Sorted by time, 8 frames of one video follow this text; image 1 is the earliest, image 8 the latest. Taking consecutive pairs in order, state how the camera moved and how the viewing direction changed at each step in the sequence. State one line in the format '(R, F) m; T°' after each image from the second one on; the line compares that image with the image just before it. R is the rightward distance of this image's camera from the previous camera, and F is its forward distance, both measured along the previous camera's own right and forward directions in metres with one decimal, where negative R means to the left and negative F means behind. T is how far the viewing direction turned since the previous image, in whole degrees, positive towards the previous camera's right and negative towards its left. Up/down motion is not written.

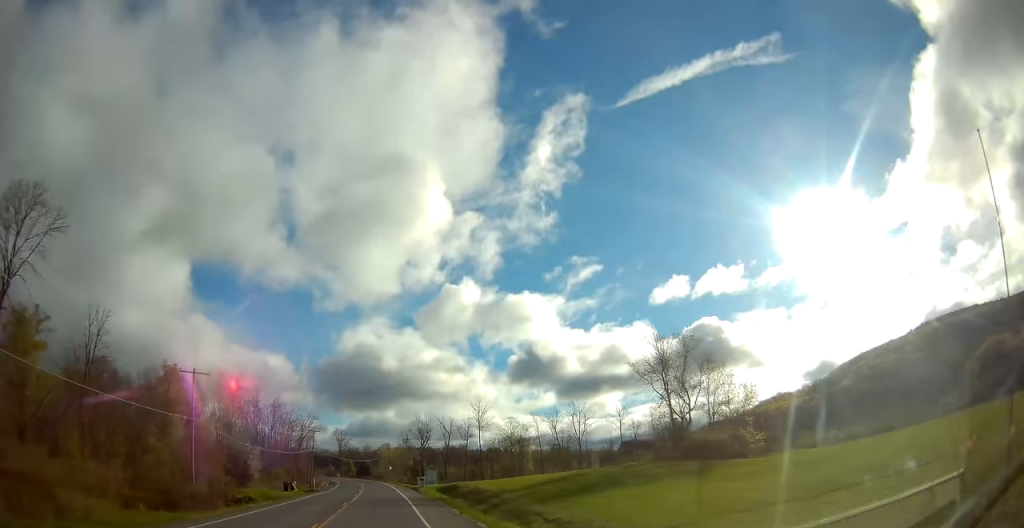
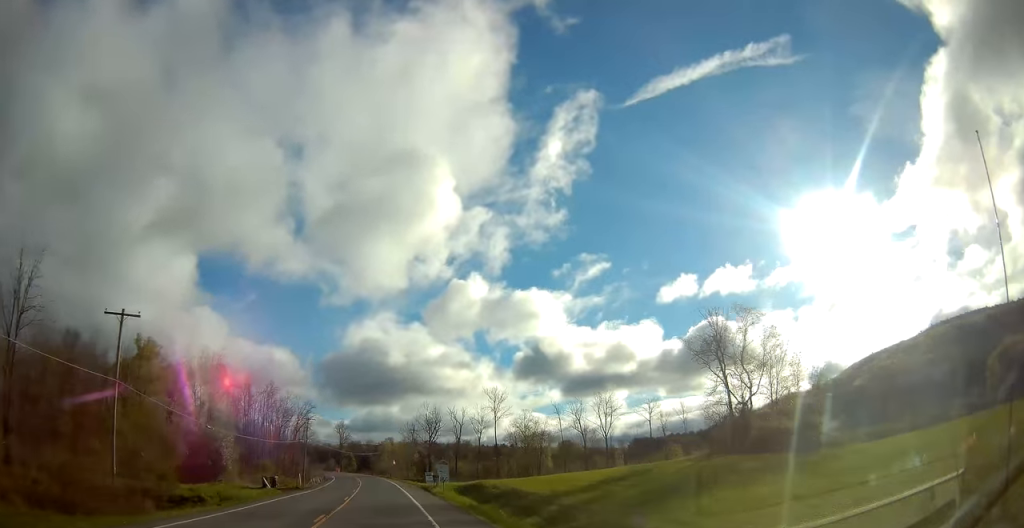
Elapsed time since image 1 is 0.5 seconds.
(0.0, +13.3) m; 0°
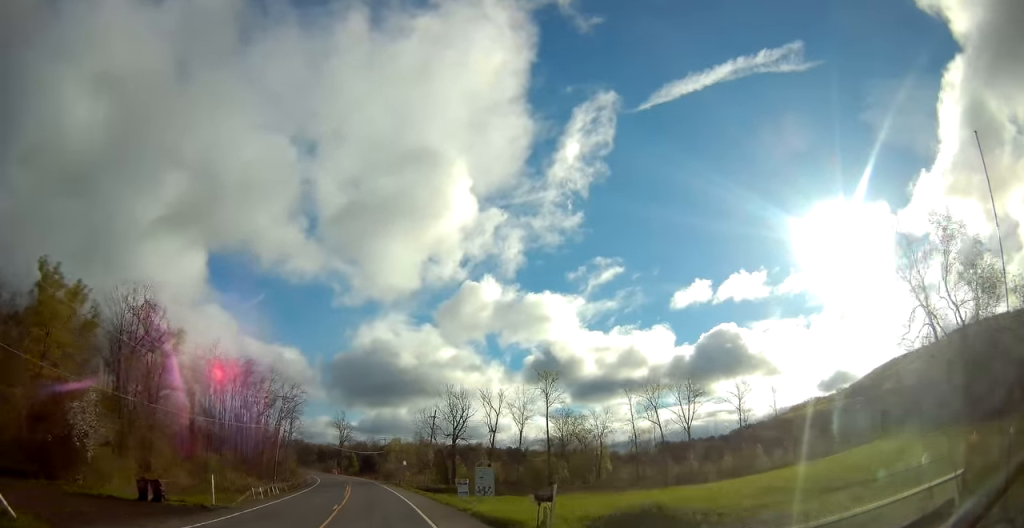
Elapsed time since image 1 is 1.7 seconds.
(0.0, +30.0) m; 0°
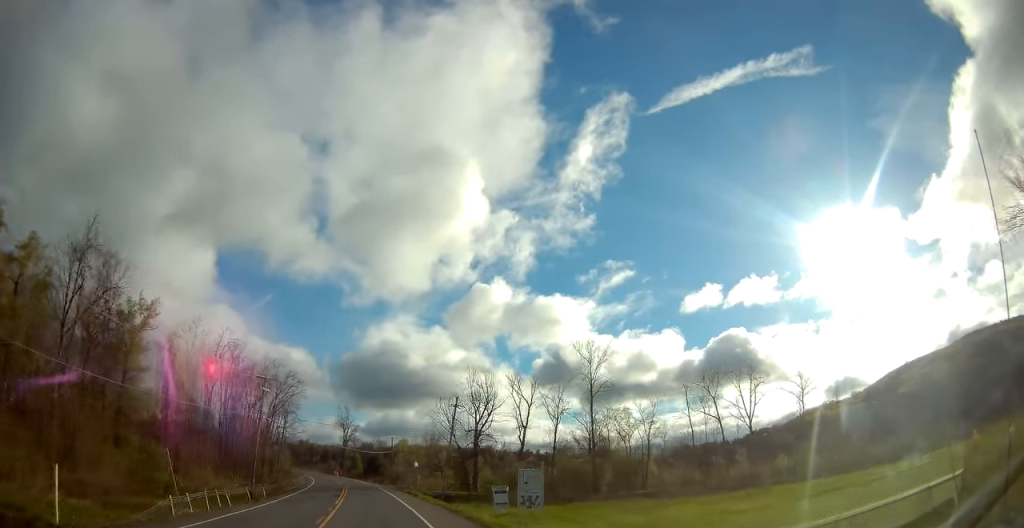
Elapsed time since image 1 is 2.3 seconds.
(0.0, +14.1) m; -1°
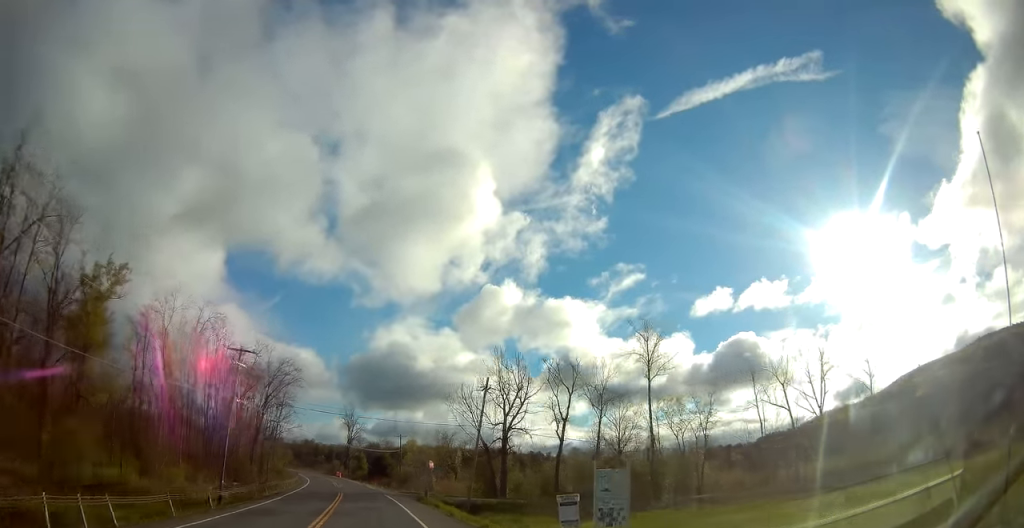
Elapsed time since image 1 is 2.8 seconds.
(0.0, +12.5) m; -1°
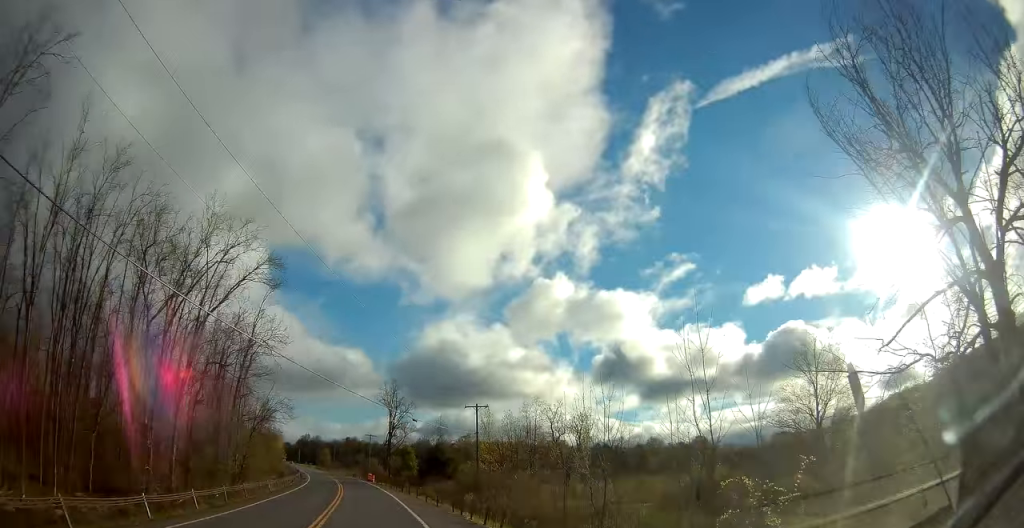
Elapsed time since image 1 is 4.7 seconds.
(-1.4, +46.6) m; -3°
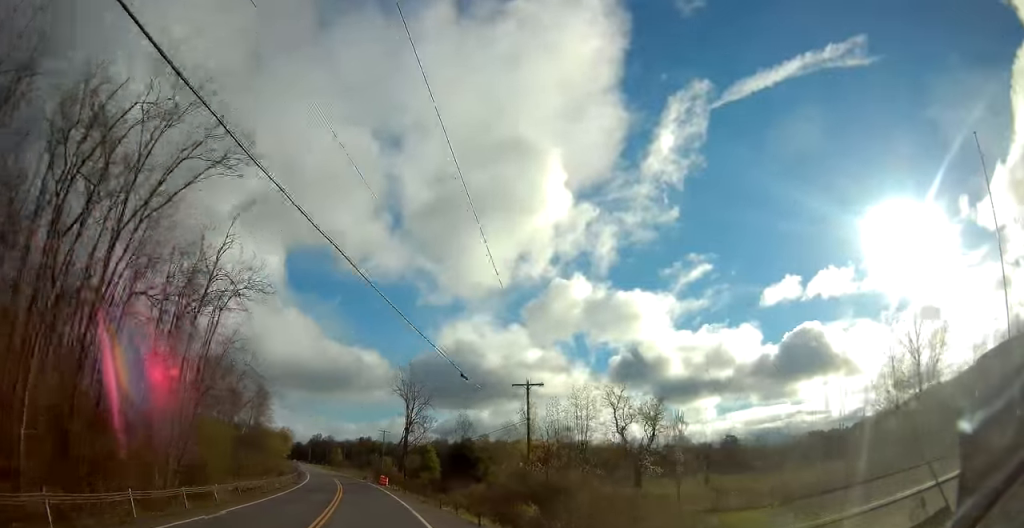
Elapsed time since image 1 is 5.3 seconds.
(-0.3, +16.0) m; -2°
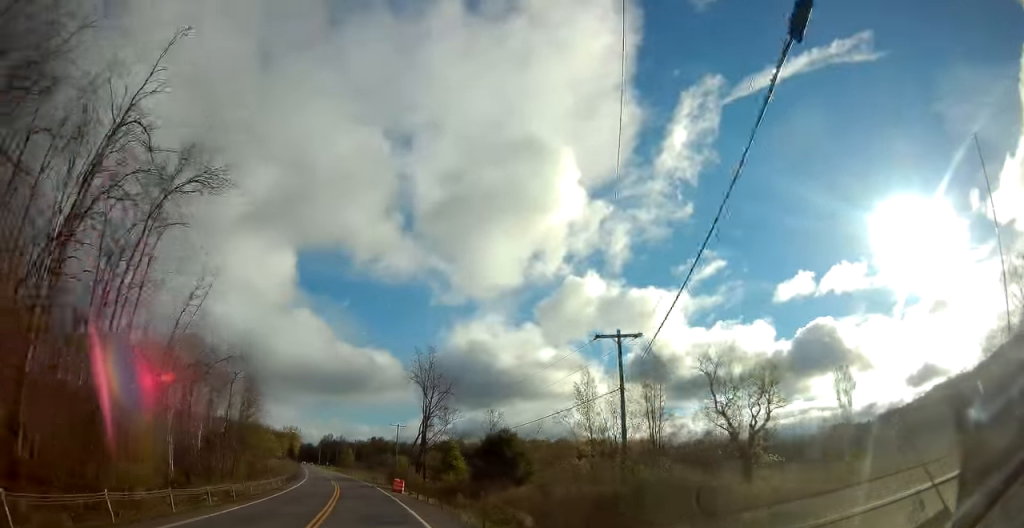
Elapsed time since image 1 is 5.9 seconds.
(-0.2, +16.0) m; -2°
